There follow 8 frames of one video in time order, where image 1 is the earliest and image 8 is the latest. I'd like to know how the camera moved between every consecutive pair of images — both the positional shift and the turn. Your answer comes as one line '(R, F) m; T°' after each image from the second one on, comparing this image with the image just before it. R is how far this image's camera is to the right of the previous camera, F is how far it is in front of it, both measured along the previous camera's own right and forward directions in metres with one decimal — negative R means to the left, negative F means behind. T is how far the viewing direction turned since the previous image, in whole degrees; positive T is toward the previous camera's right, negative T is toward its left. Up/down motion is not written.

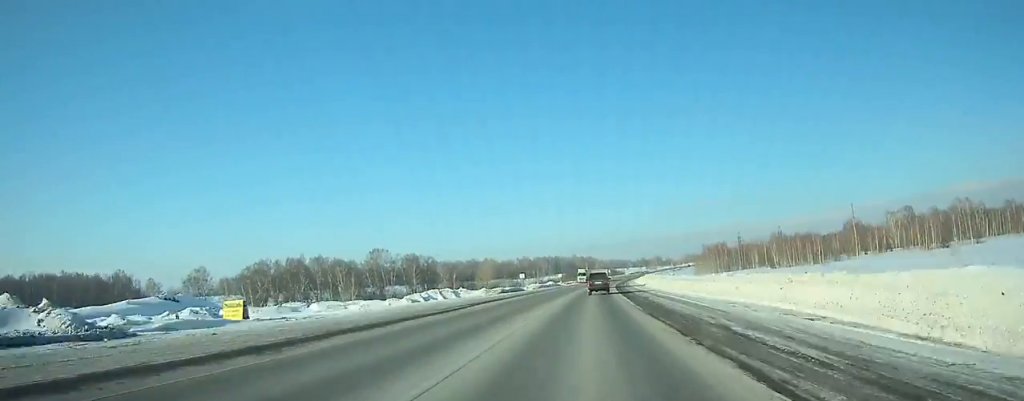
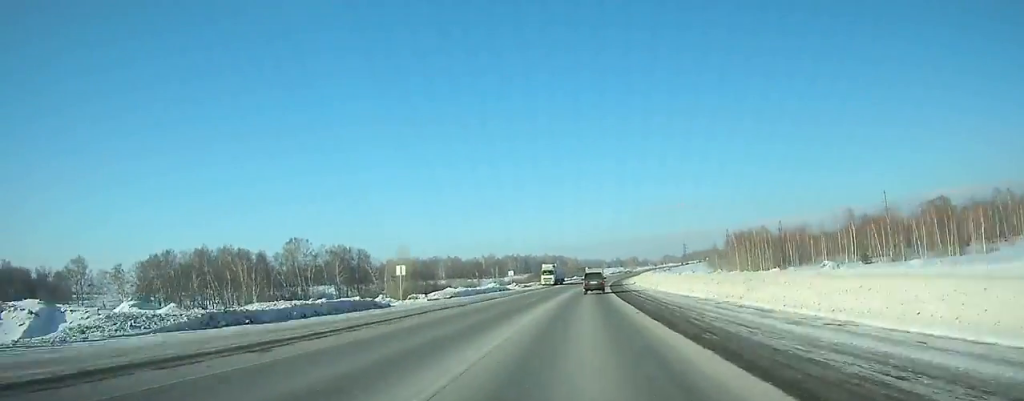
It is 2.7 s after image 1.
(+1.2, +58.6) m; +2°
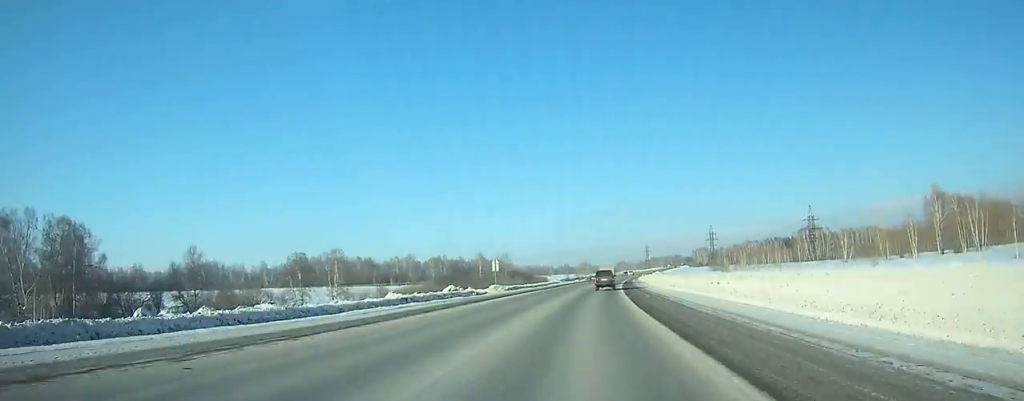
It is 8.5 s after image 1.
(+5.8, +126.3) m; +6°
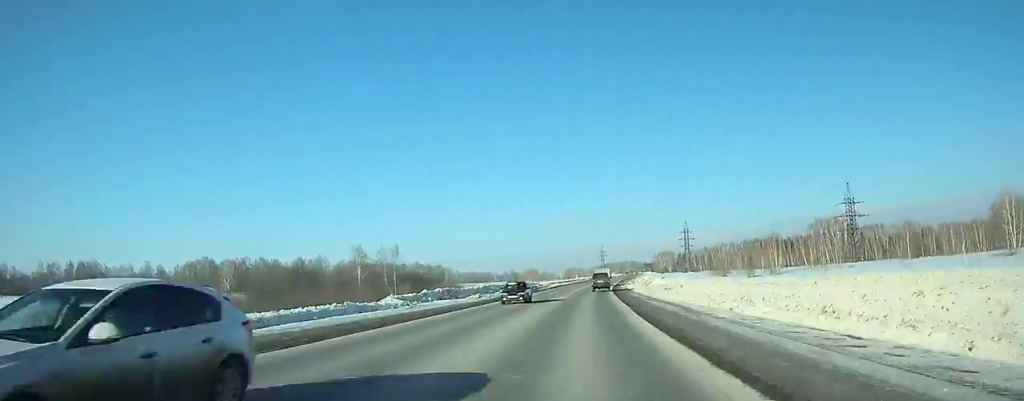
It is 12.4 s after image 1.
(+3.6, +85.4) m; +5°
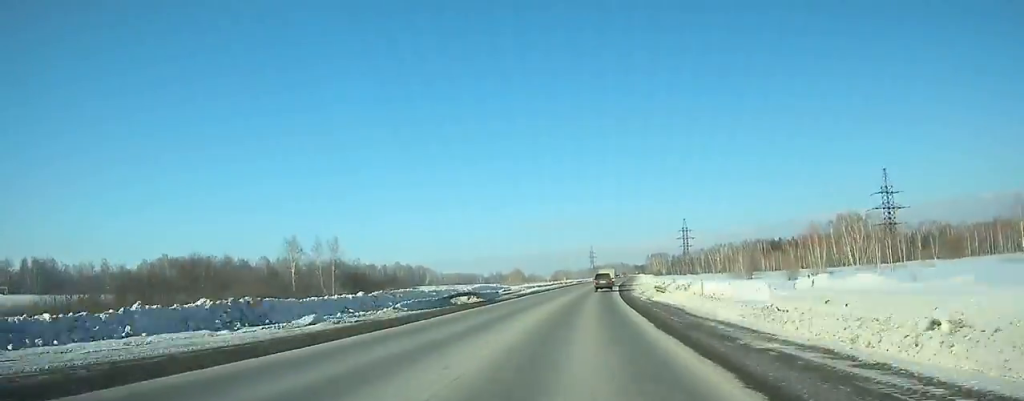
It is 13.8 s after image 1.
(+0.7, +31.1) m; +1°
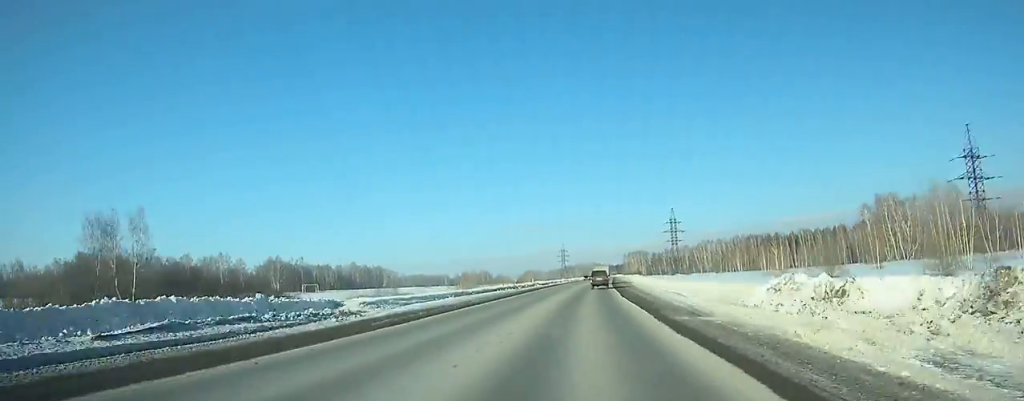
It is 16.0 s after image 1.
(+0.7, +49.0) m; +2°
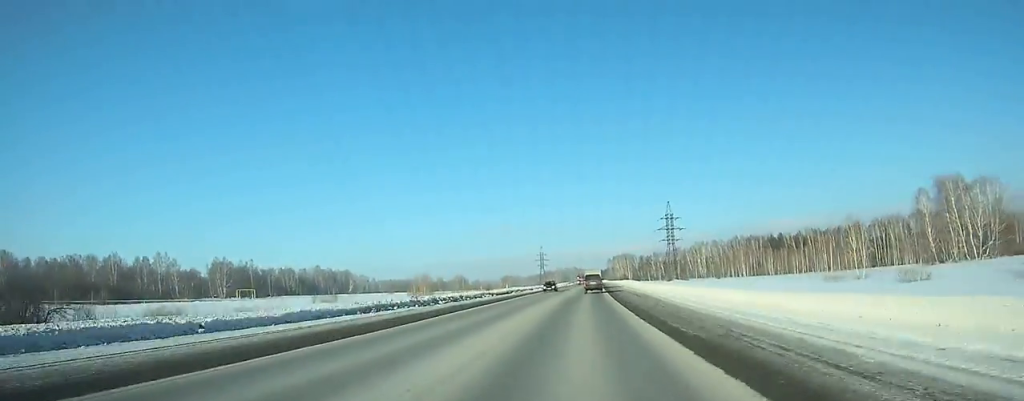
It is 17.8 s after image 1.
(+1.0, +40.4) m; +2°
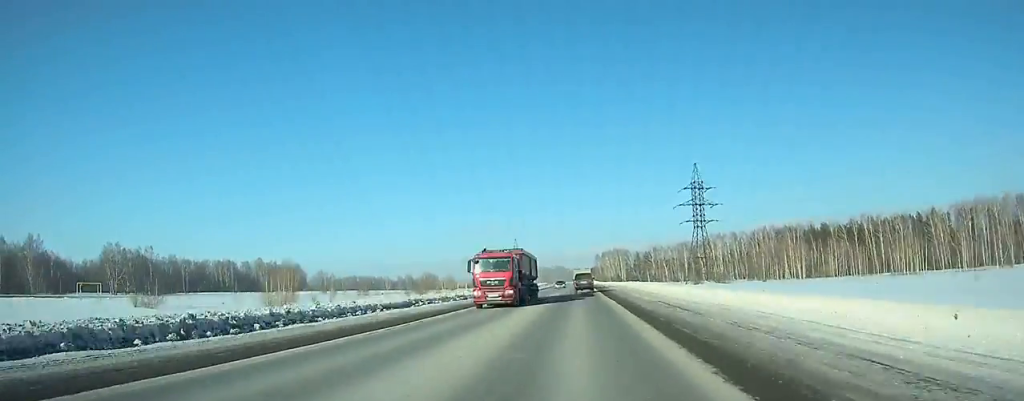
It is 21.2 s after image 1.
(+1.2, +76.6) m; +1°
